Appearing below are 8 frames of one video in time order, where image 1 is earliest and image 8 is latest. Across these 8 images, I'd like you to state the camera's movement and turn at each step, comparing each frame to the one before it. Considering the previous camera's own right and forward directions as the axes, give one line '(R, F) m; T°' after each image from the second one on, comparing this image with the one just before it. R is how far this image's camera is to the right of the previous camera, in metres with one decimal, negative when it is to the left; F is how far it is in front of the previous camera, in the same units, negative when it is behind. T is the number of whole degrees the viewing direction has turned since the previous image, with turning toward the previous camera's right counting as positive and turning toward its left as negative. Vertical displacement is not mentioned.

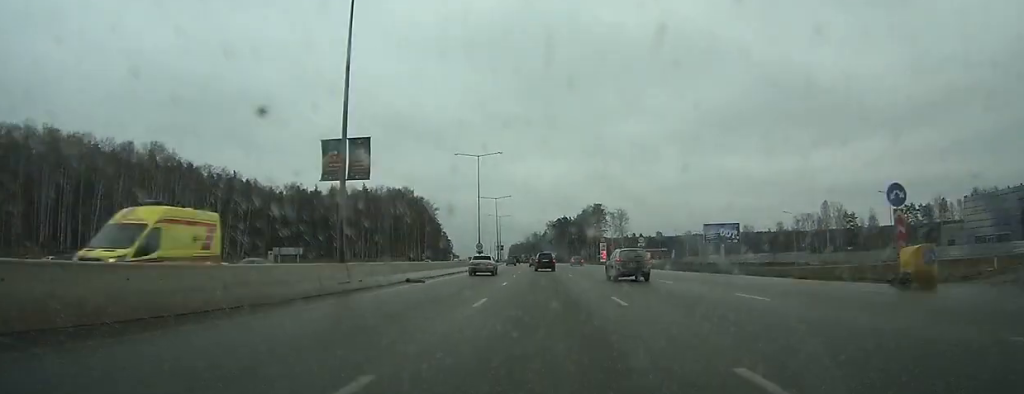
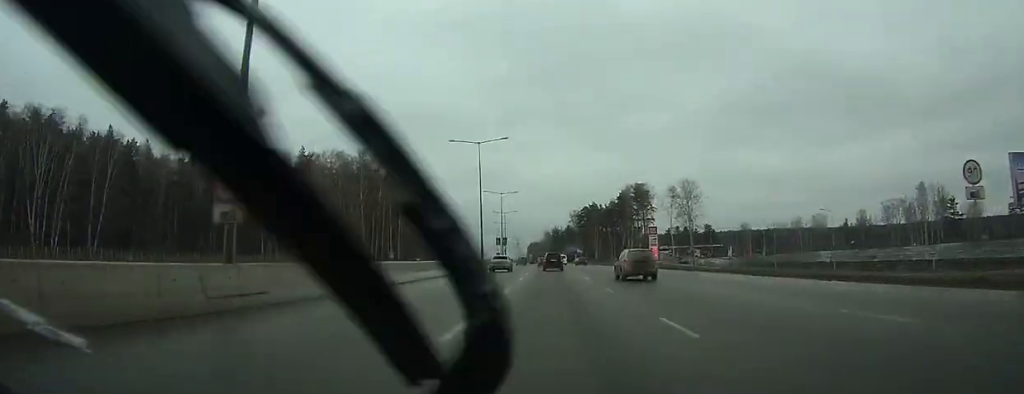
(-0.8, +66.4) m; -1°
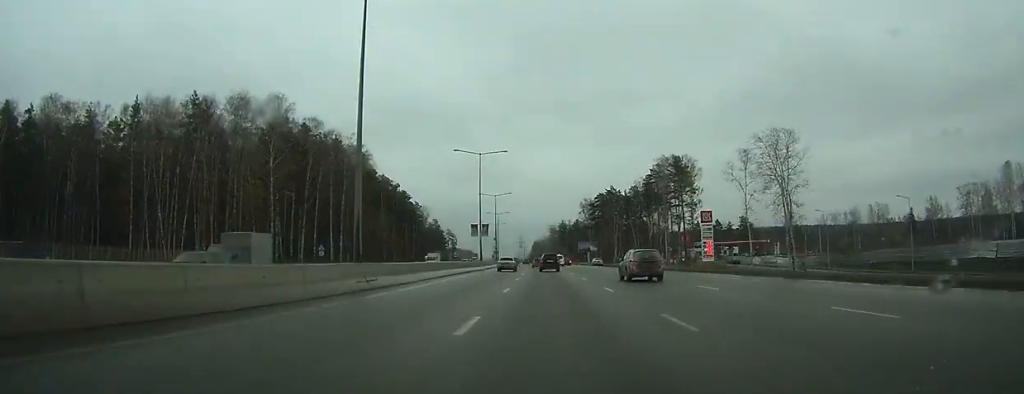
(-0.4, +47.0) m; 0°
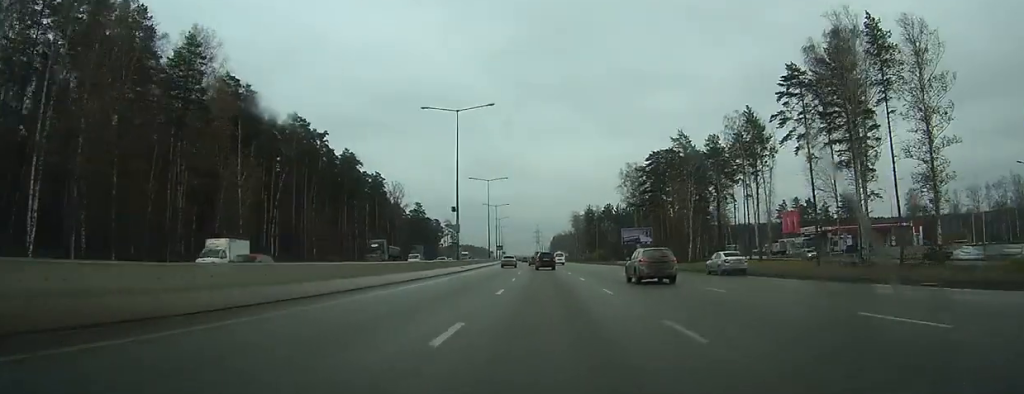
(-0.7, +73.2) m; -1°
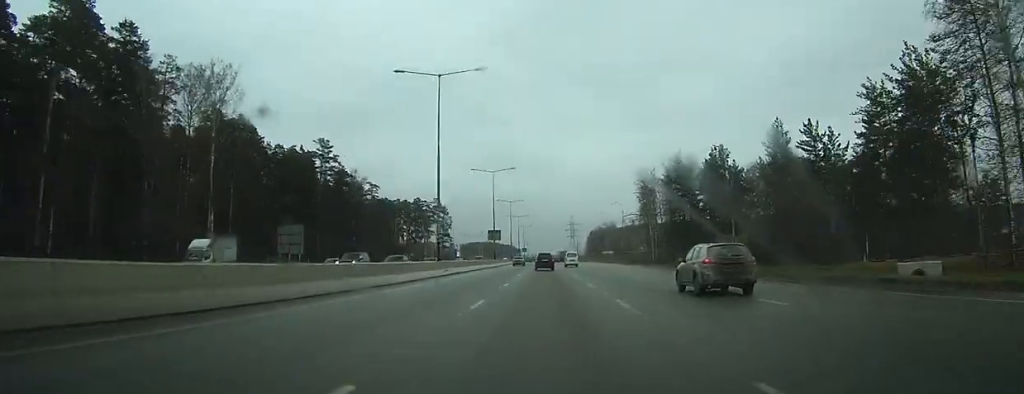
(-3.2, +114.3) m; -3°
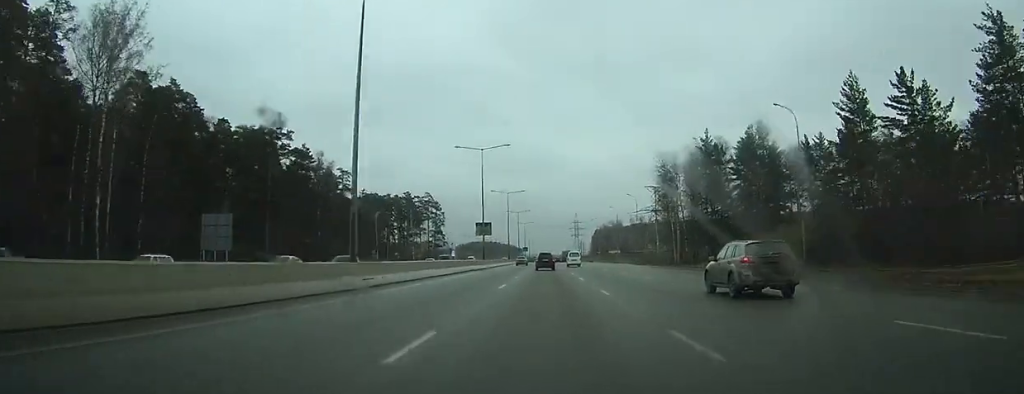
(-0.1, +19.8) m; 0°
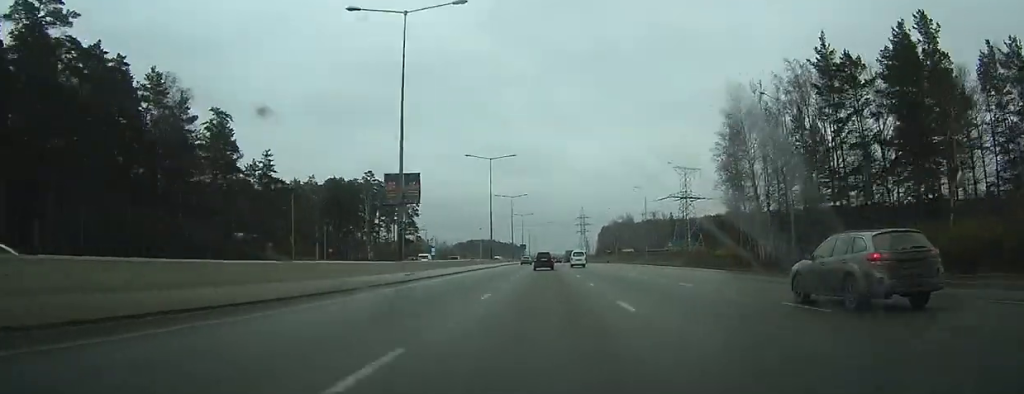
(0.0, +42.9) m; 0°
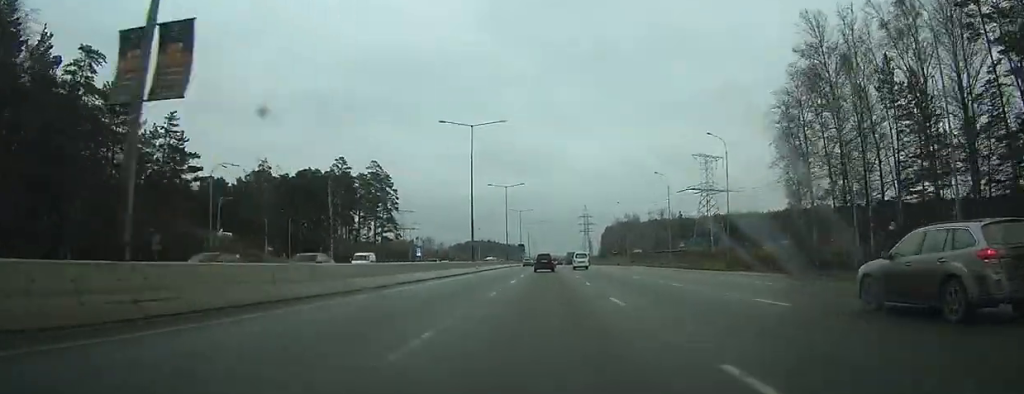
(-0.1, +21.7) m; 0°
